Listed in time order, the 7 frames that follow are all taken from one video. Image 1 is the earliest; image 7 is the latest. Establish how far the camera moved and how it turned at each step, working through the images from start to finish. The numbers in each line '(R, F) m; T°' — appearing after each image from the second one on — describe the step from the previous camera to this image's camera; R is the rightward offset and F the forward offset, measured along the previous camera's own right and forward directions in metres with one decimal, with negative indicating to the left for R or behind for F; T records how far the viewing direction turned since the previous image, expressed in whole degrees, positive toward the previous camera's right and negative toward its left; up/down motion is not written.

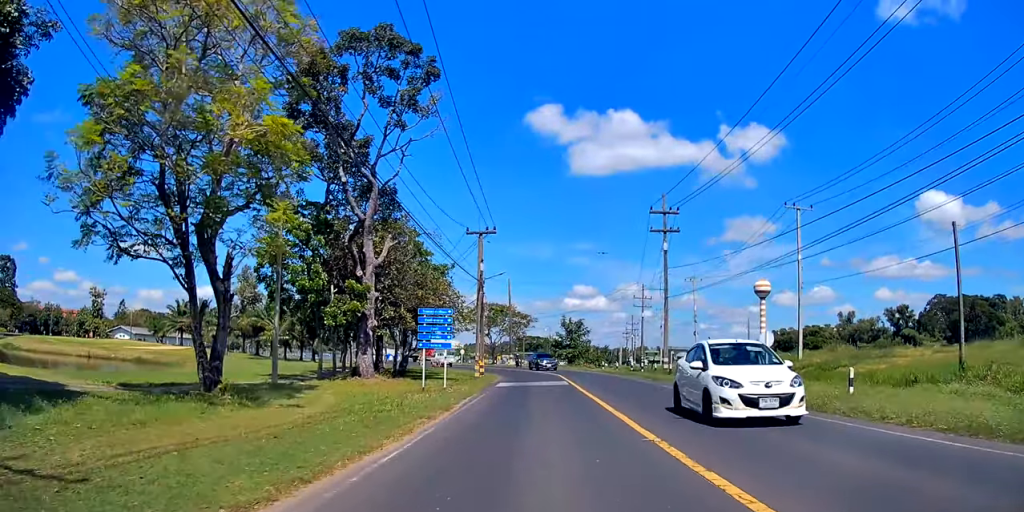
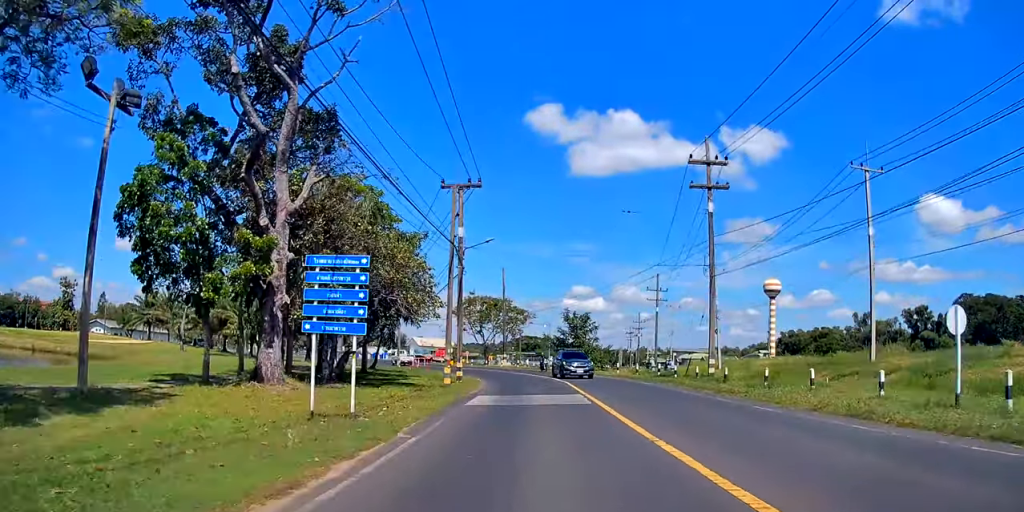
(+0.2, +11.7) m; 0°
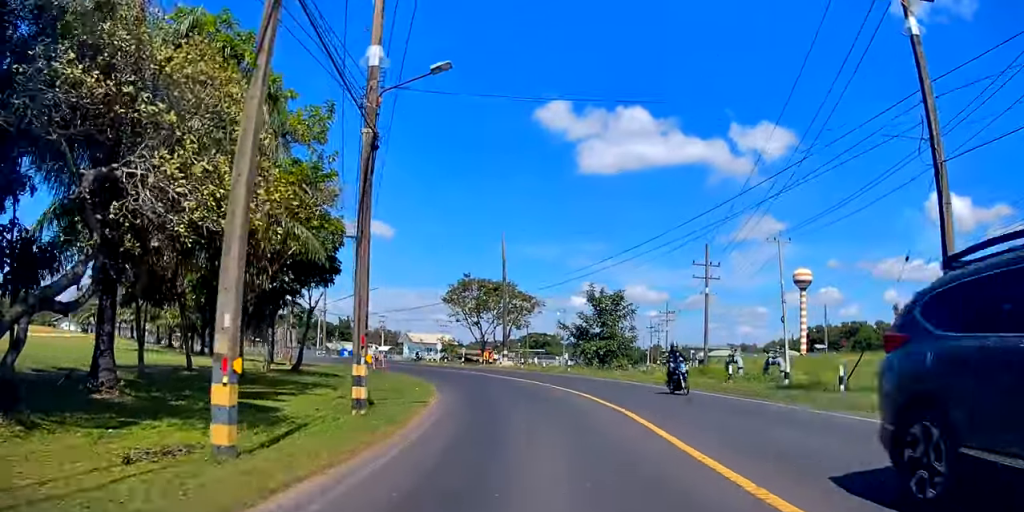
(-0.5, +18.4) m; -7°
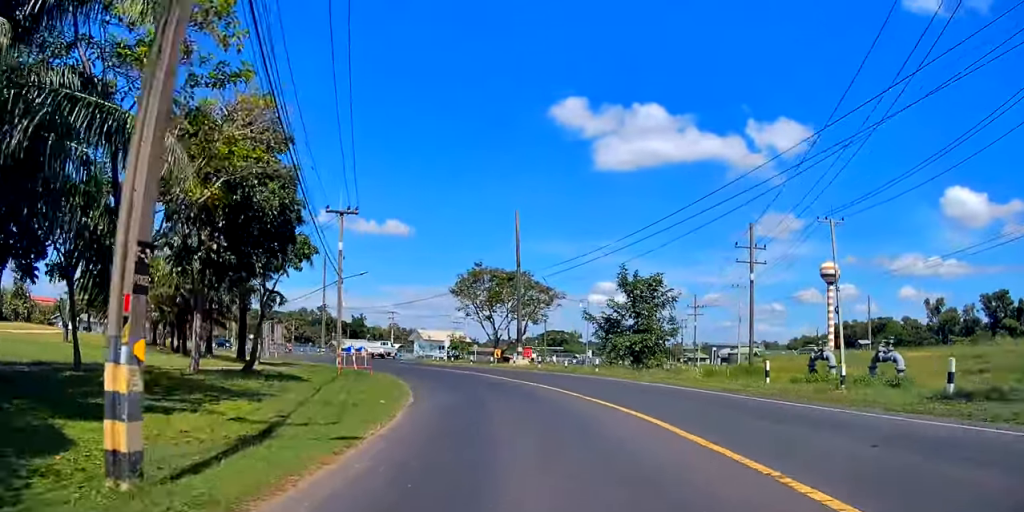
(-0.7, +7.6) m; -4°
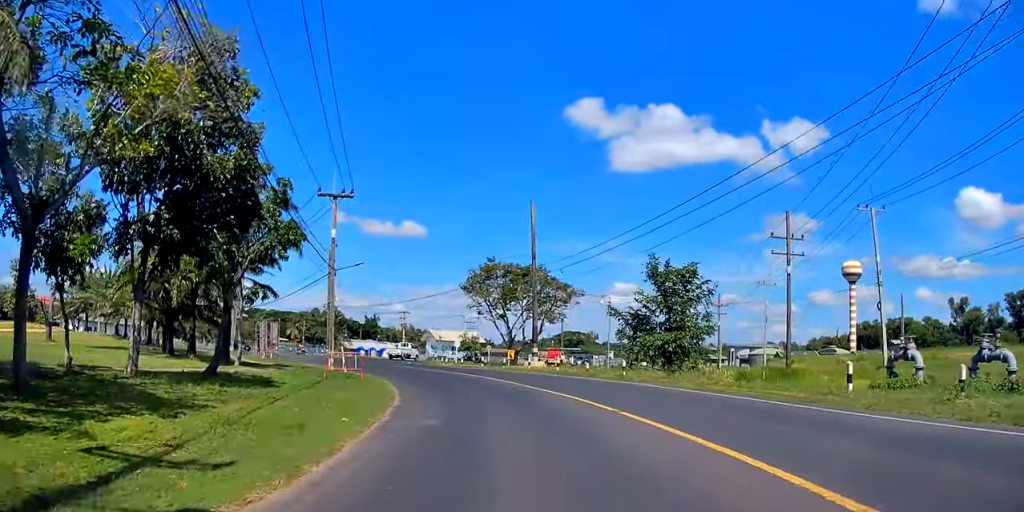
(-0.1, +4.4) m; -2°
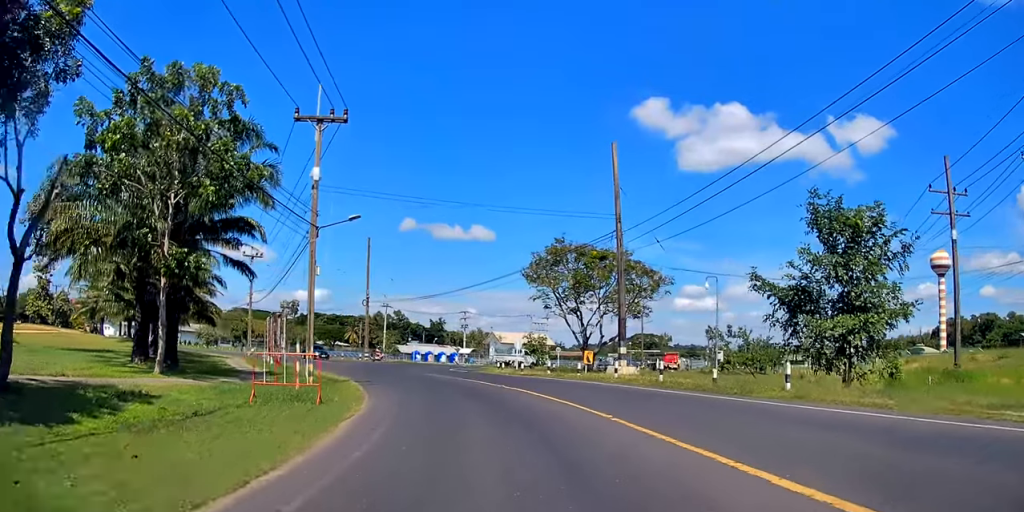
(-0.4, +12.4) m; -6°
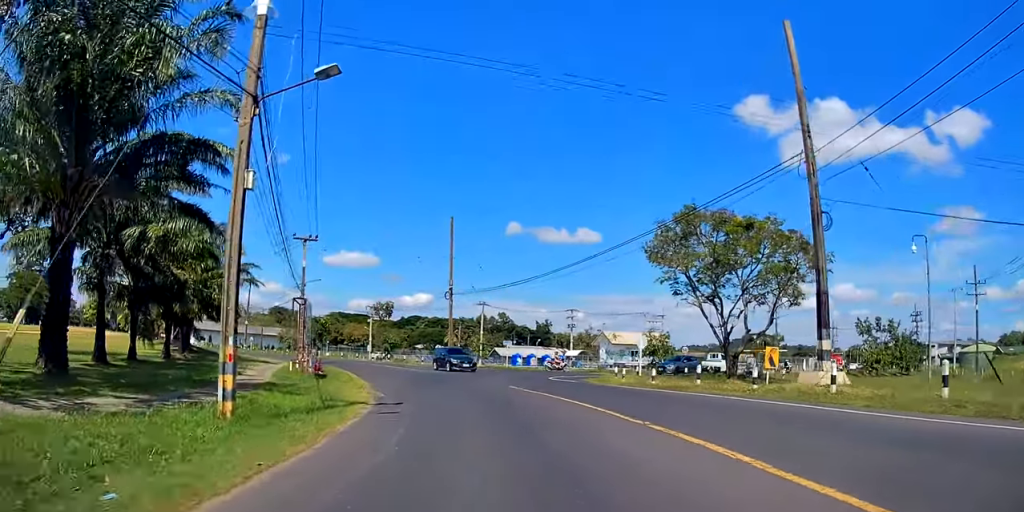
(-1.0, +12.4) m; -7°
